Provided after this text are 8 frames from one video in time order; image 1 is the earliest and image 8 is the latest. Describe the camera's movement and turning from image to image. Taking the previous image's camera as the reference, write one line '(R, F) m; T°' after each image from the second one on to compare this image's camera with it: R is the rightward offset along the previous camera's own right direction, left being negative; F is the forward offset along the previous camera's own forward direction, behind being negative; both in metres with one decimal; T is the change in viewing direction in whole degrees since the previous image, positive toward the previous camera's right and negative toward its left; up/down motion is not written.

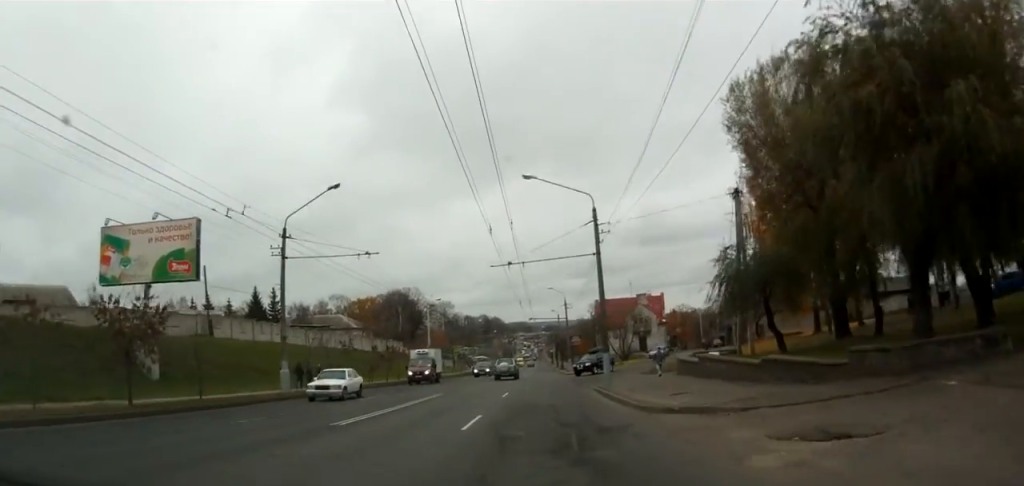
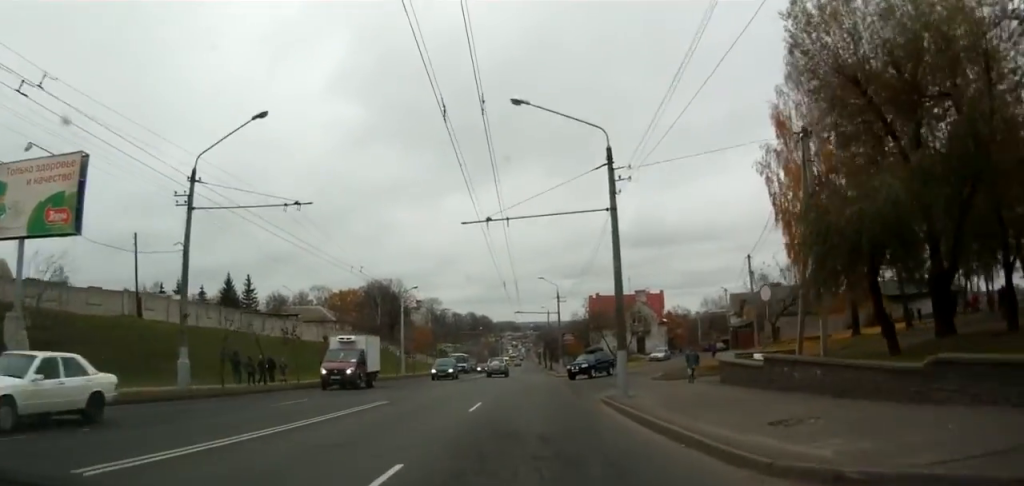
(-0.3, +8.5) m; -2°
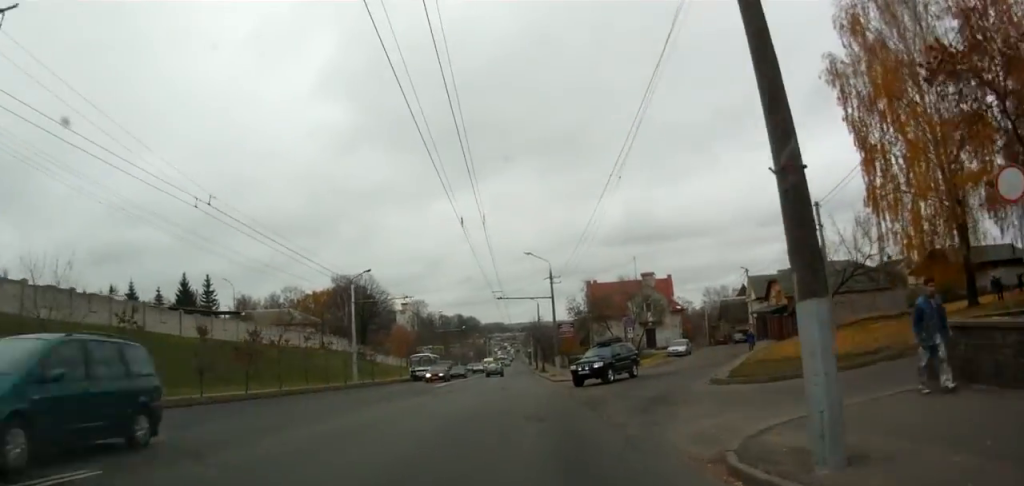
(+0.4, +16.2) m; +4°
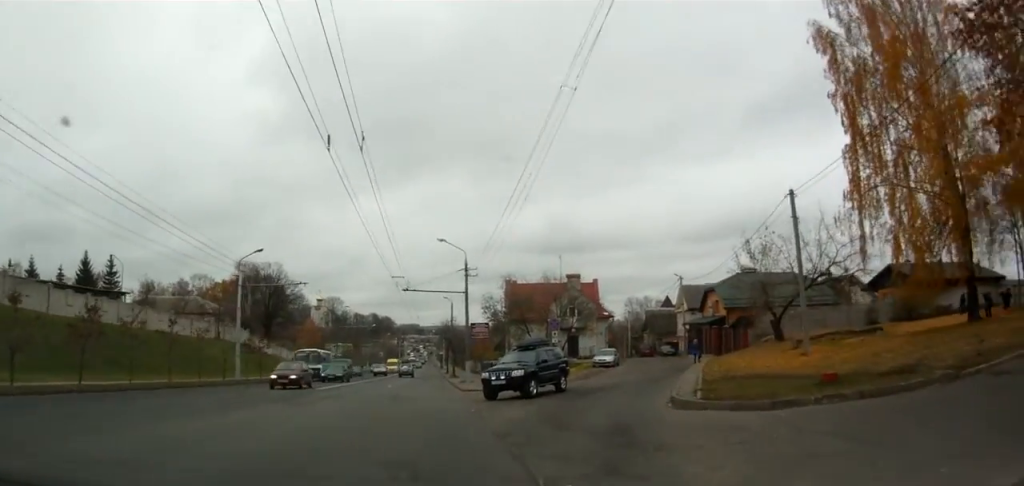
(+0.1, +8.0) m; +2°
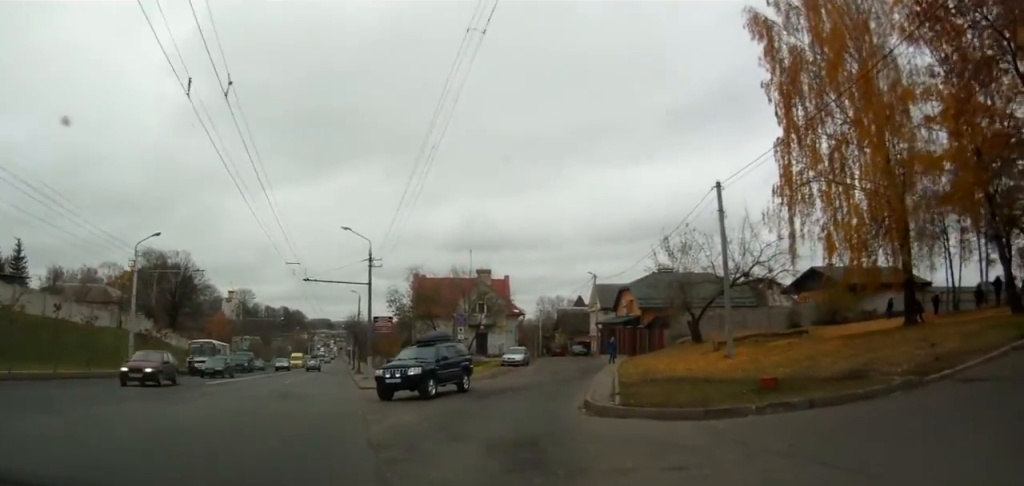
(0.0, +2.7) m; +3°
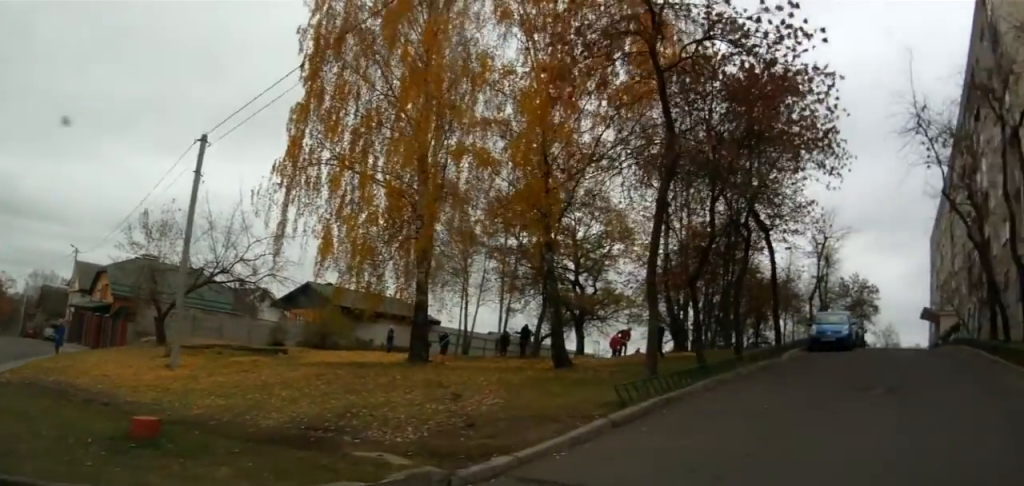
(+1.0, +8.5) m; +29°
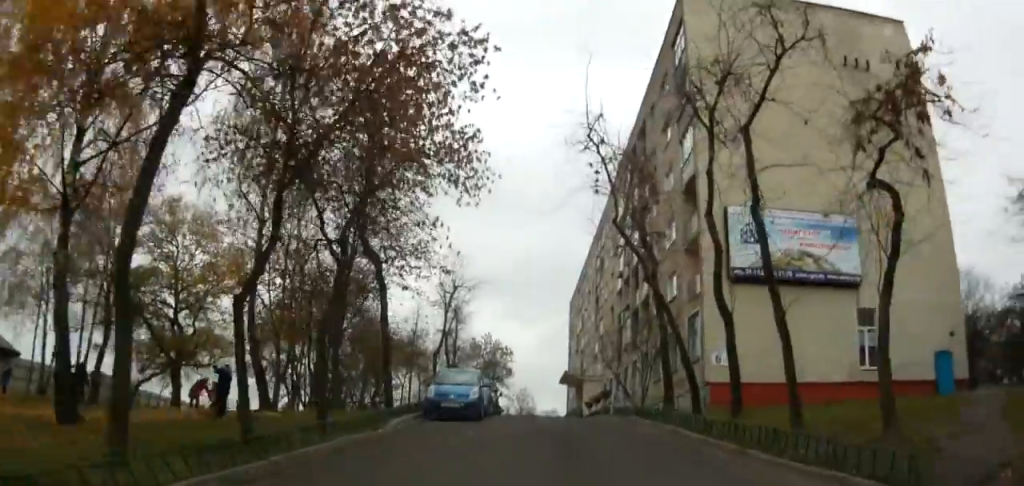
(+3.0, +5.5) m; +43°
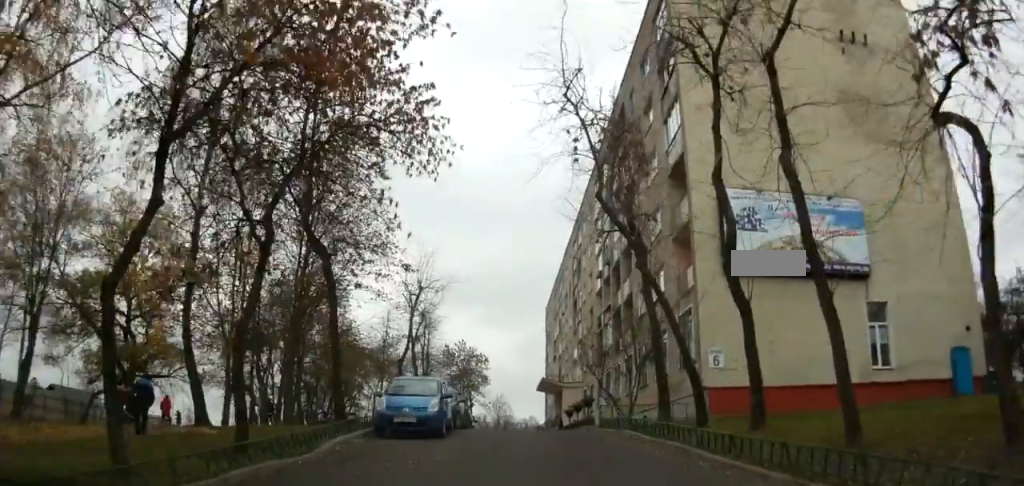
(+0.4, +2.8) m; +11°
